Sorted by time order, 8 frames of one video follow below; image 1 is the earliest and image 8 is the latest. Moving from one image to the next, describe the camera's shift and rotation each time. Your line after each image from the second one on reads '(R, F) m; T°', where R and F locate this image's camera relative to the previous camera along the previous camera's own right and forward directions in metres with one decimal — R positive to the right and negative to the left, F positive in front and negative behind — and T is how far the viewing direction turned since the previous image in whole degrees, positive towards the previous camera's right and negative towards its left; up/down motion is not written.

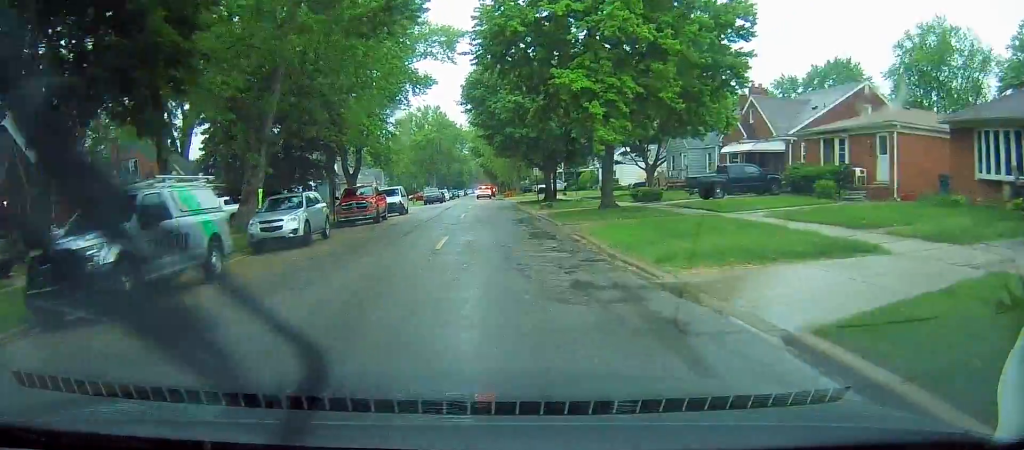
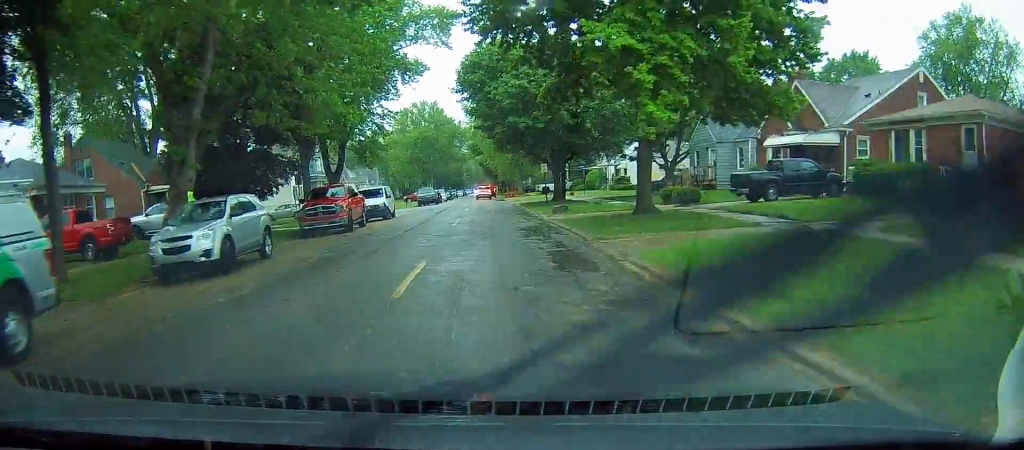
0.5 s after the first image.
(-0.2, +6.4) m; 0°
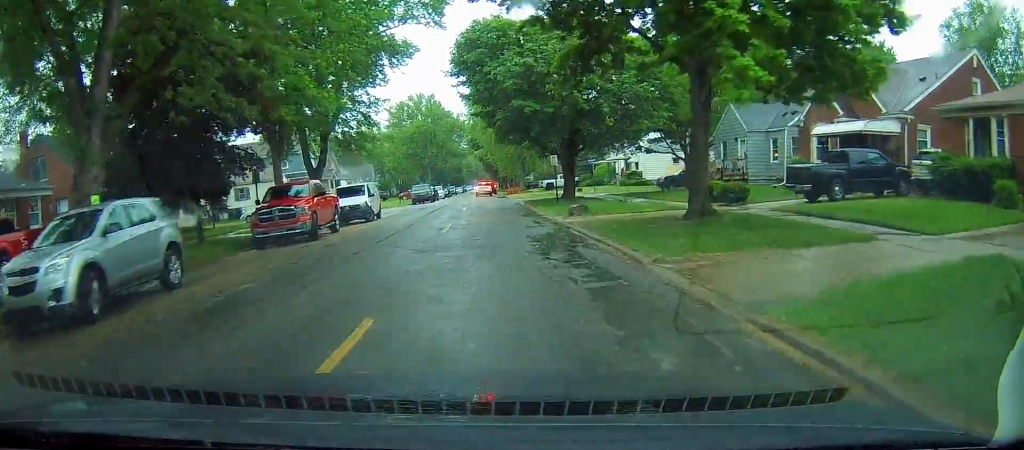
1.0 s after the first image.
(-0.2, +5.4) m; 0°
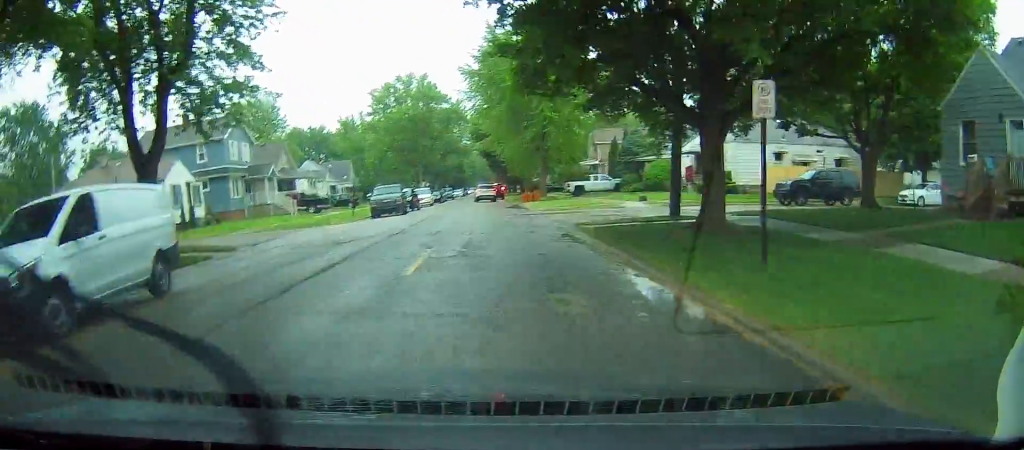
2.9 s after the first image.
(+0.8, +23.9) m; 0°
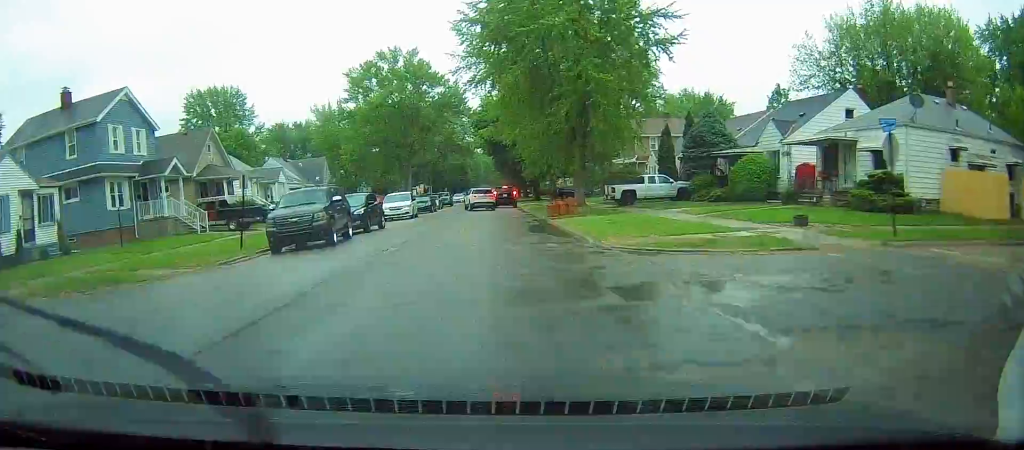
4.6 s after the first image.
(-0.6, +18.5) m; -1°
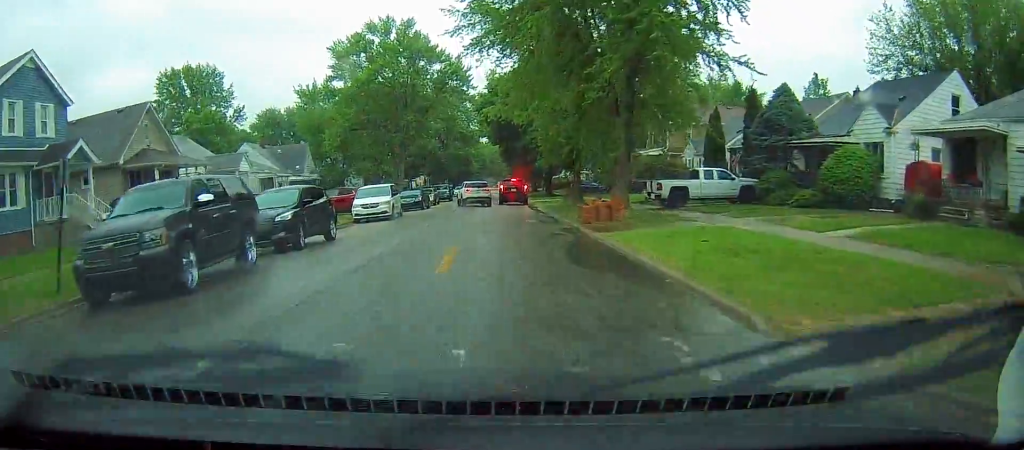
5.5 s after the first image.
(+0.2, +10.0) m; +1°
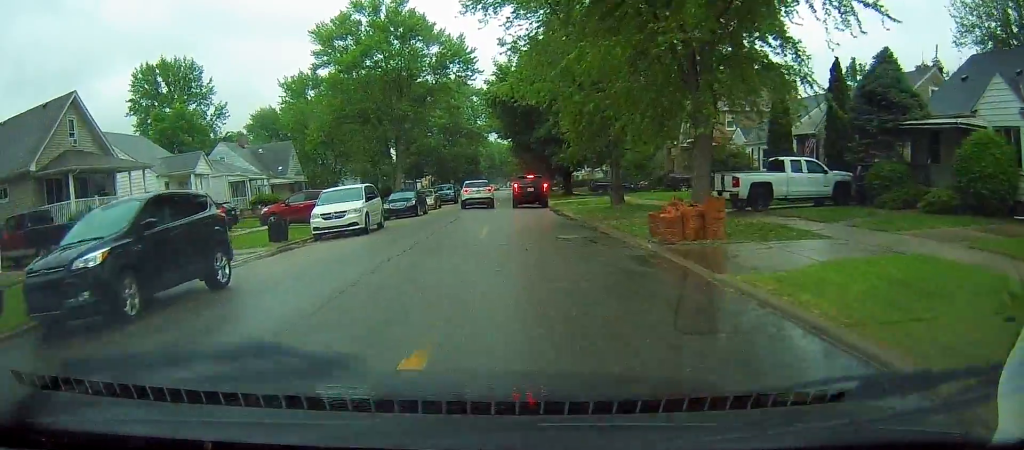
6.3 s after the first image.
(+0.1, +9.0) m; -1°
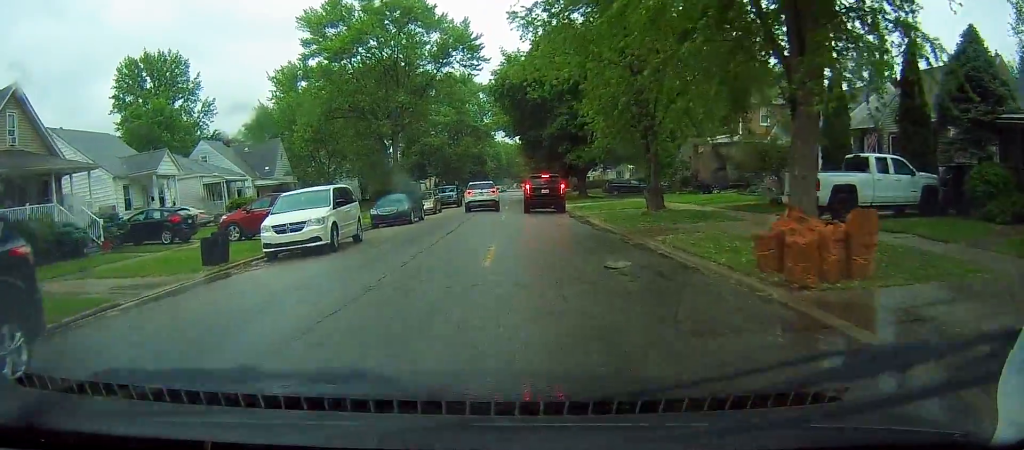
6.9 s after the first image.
(-0.1, +5.8) m; -1°
